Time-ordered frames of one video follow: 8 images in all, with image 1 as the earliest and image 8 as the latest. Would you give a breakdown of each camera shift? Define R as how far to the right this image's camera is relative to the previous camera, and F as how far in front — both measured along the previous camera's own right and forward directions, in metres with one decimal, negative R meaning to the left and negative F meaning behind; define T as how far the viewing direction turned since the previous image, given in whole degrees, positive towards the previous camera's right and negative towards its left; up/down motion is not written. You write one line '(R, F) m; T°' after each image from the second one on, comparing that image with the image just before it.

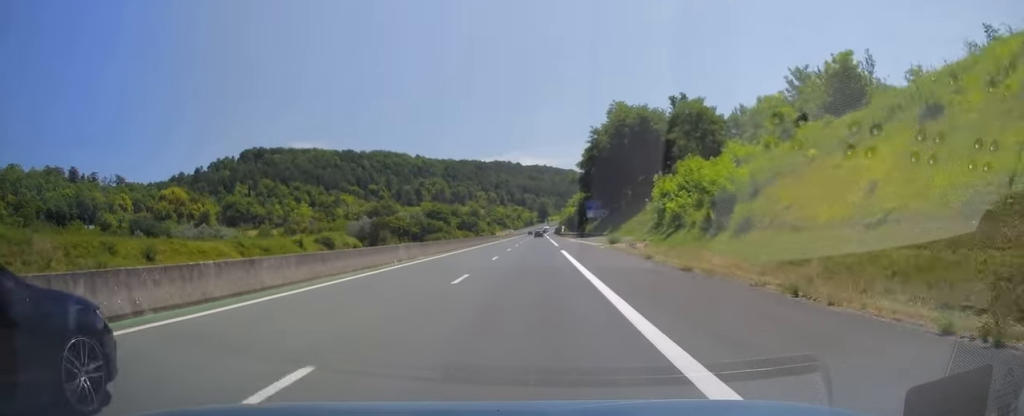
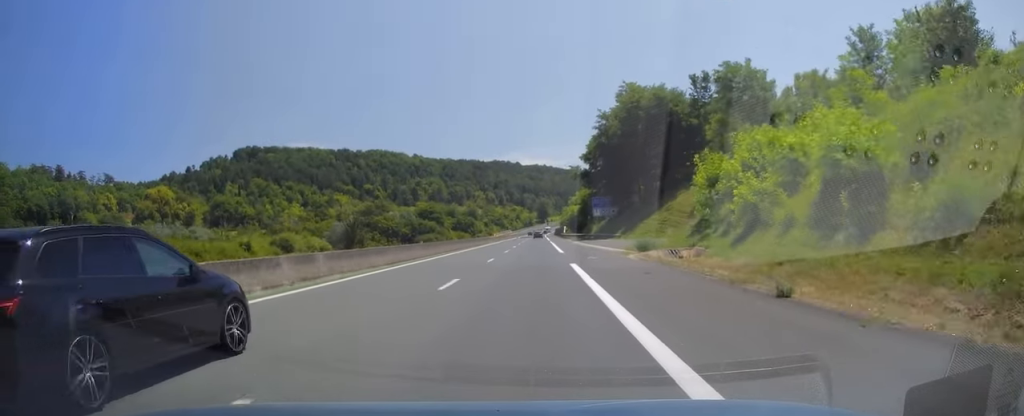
(0.0, +14.3) m; 0°
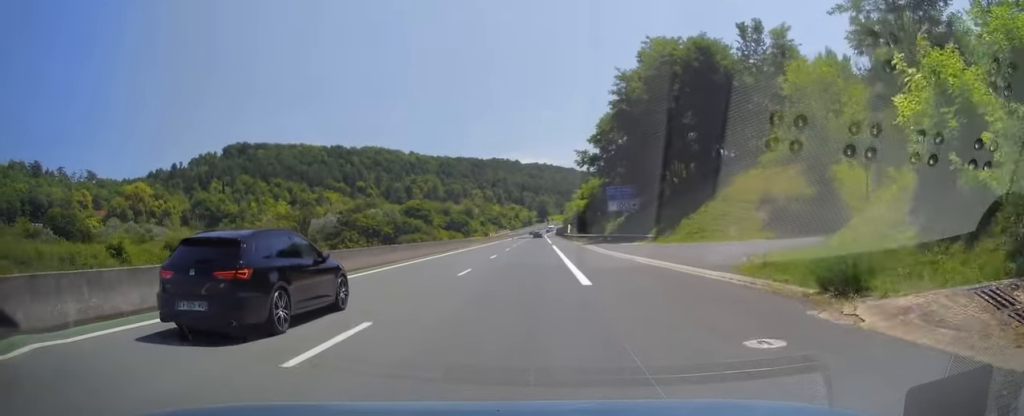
(+0.3, +21.8) m; 0°
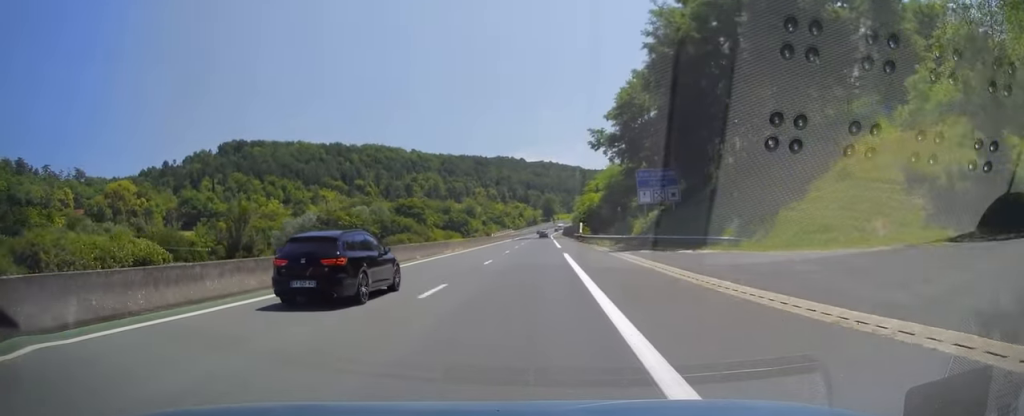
(-0.2, +19.3) m; 0°
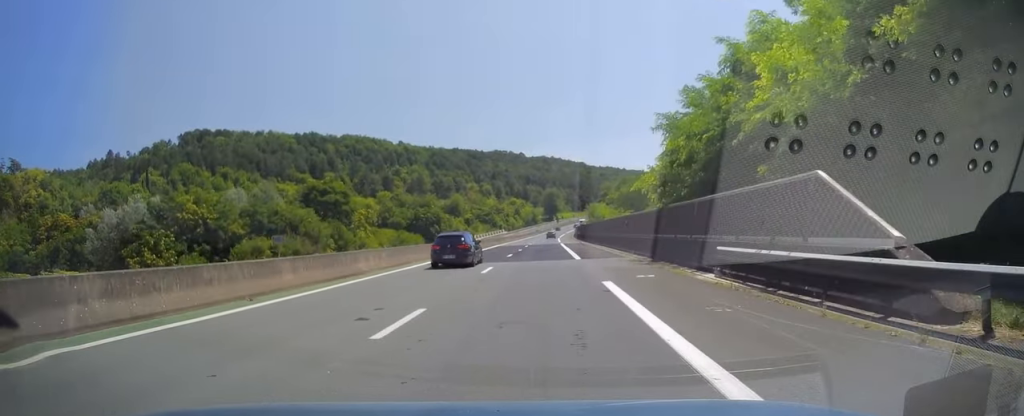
(-0.2, +70.3) m; -1°
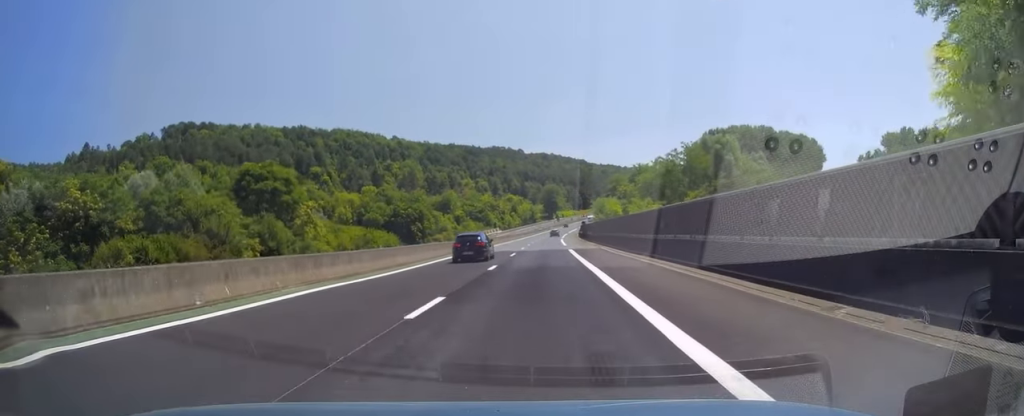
(0.0, +24.7) m; 0°
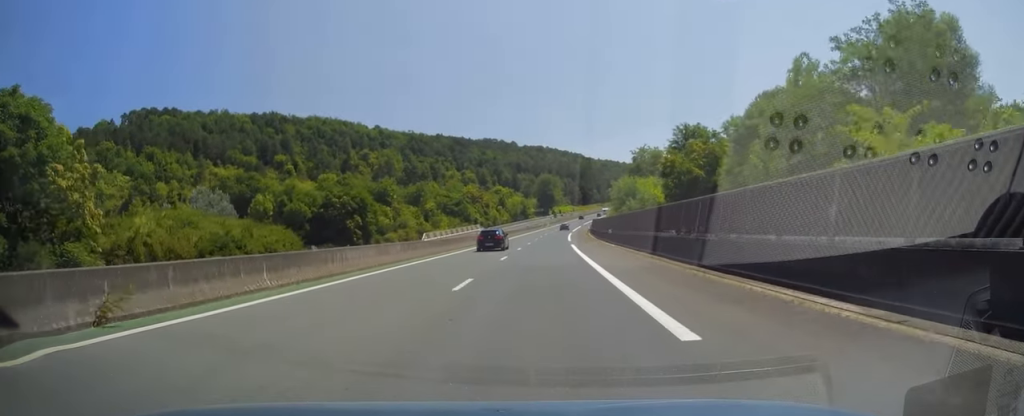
(+0.3, +47.9) m; +1°
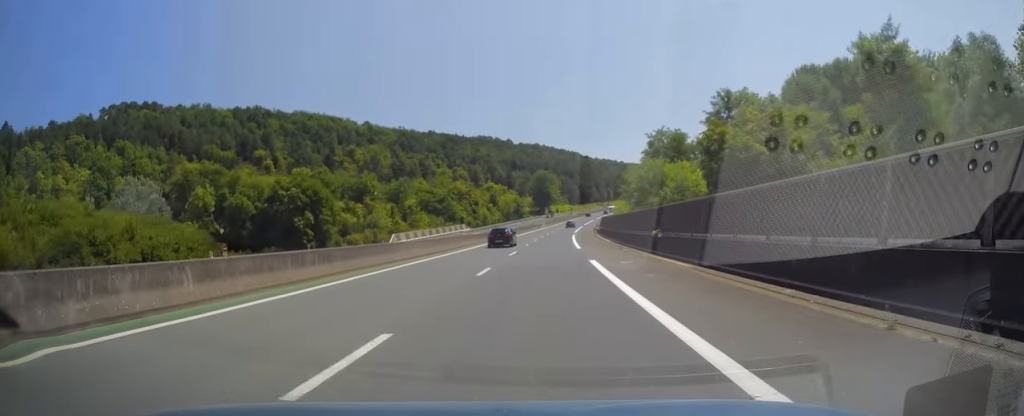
(+0.2, +21.7) m; +1°
